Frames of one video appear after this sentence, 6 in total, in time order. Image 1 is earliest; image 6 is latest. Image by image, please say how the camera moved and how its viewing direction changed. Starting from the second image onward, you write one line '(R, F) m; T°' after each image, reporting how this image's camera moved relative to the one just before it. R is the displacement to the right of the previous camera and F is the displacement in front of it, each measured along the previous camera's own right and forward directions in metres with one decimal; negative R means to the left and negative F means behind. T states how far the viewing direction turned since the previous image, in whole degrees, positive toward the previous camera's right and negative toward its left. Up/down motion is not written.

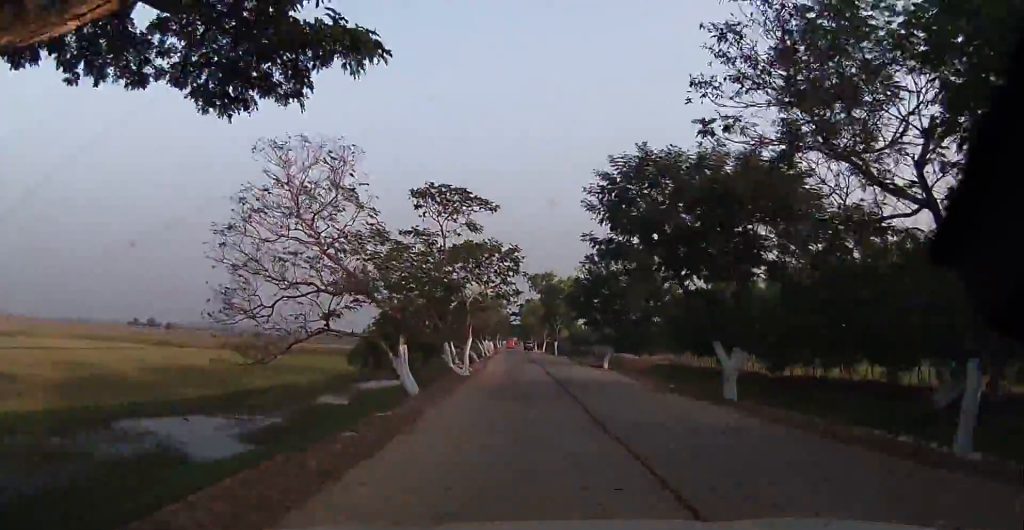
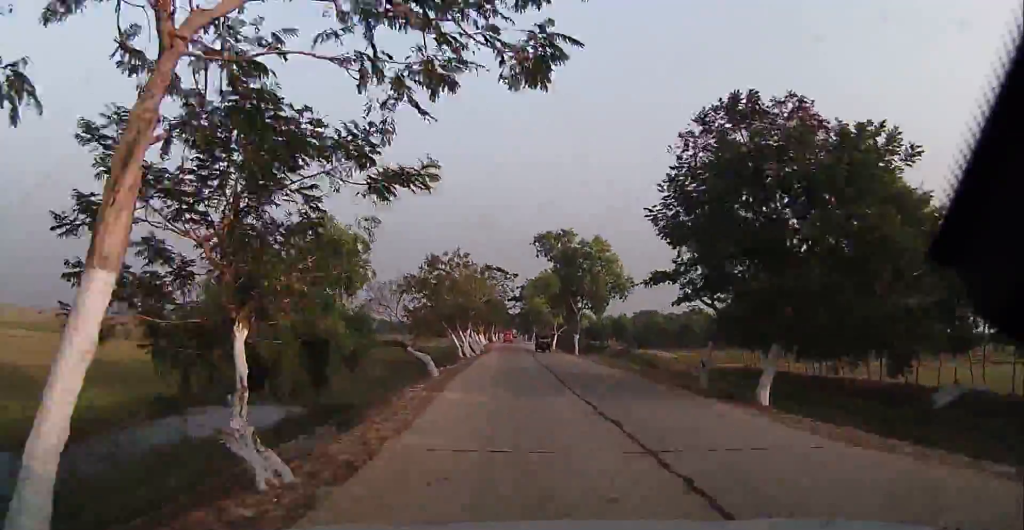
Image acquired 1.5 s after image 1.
(-0.9, +29.2) m; -2°
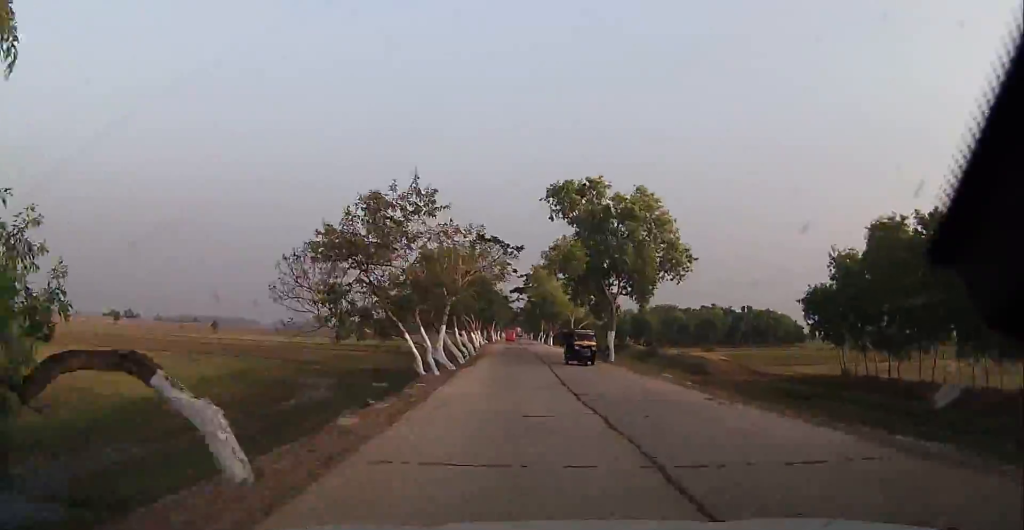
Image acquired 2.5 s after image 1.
(+0.5, +18.9) m; +2°
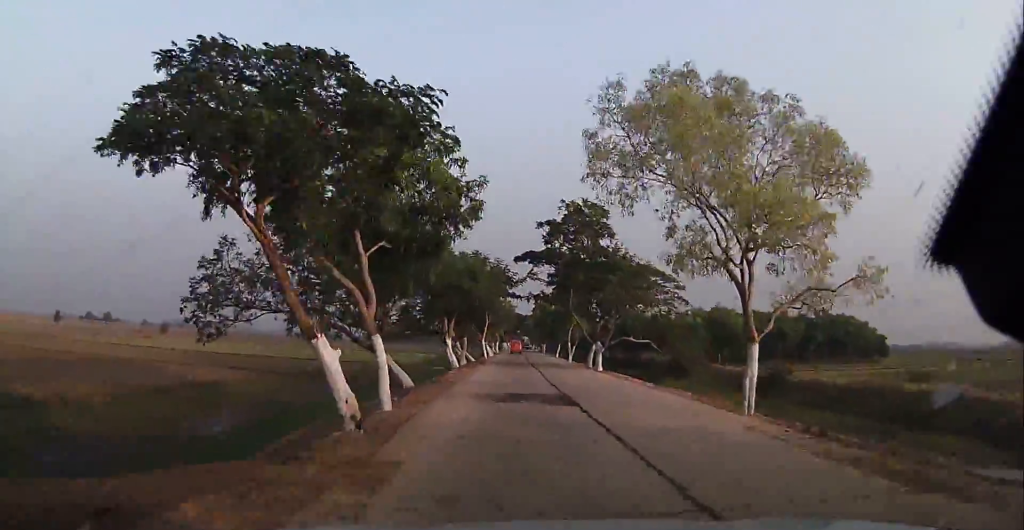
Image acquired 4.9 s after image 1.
(-0.5, +44.5) m; -1°
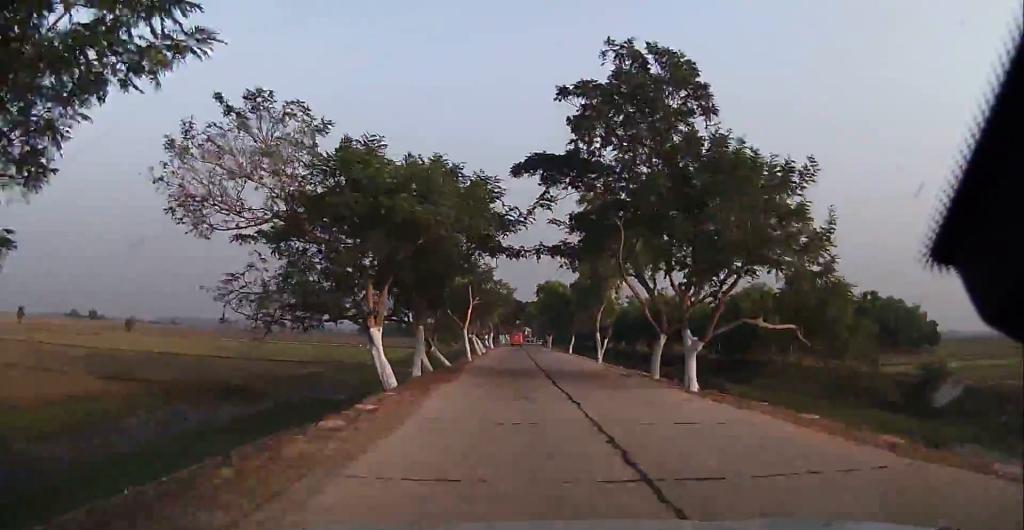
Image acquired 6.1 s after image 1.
(+0.1, +21.5) m; 0°
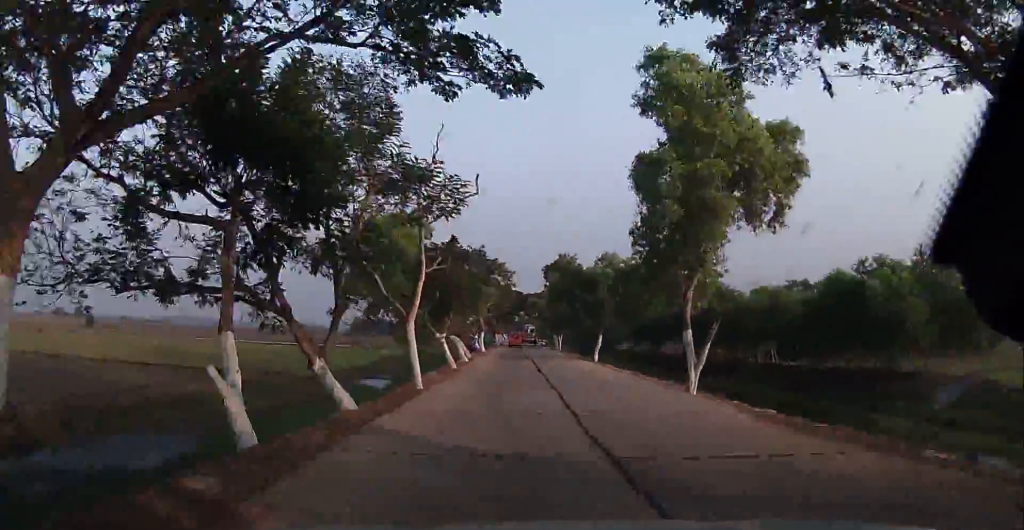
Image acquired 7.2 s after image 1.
(-0.2, +20.7) m; 0°
